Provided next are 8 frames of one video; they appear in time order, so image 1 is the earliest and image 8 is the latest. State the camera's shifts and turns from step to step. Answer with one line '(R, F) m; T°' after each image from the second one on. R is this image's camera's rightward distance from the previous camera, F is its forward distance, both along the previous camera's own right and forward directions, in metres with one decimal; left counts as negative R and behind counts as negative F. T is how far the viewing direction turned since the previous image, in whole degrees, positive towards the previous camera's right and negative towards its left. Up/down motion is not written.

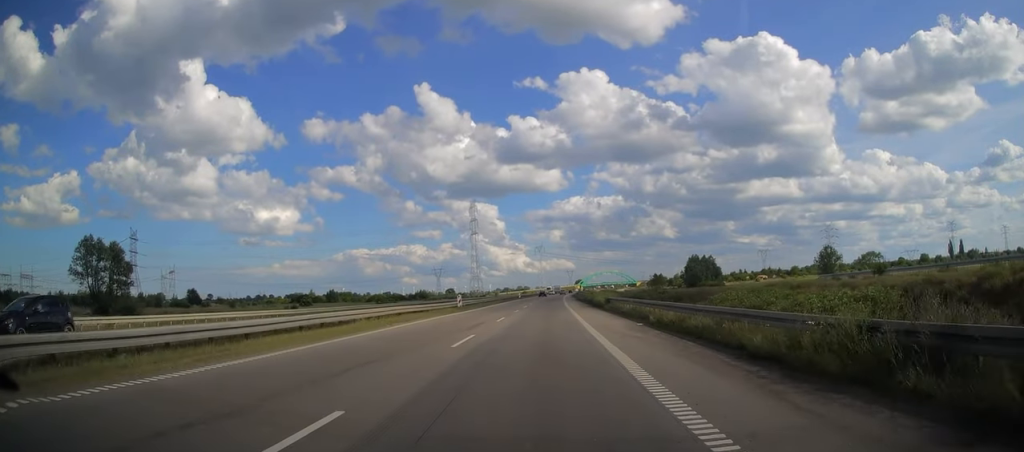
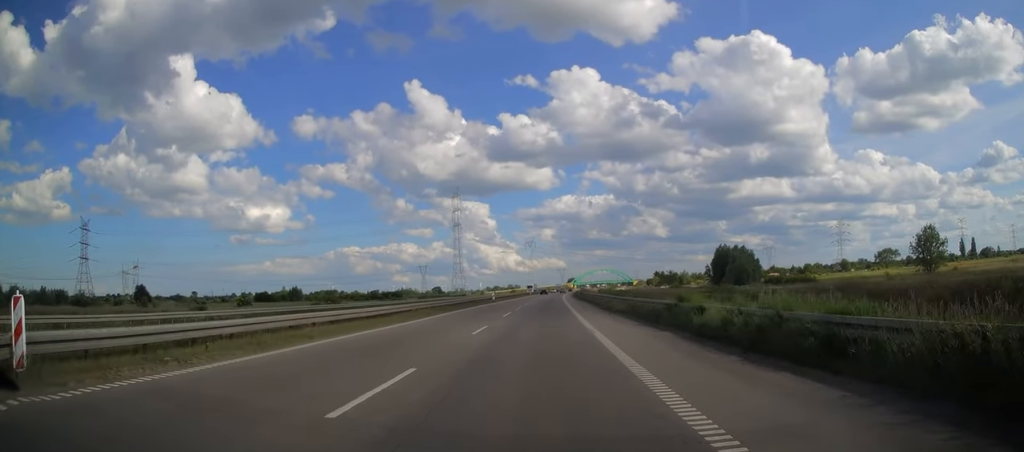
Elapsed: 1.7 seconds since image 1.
(+0.5, +44.9) m; +1°
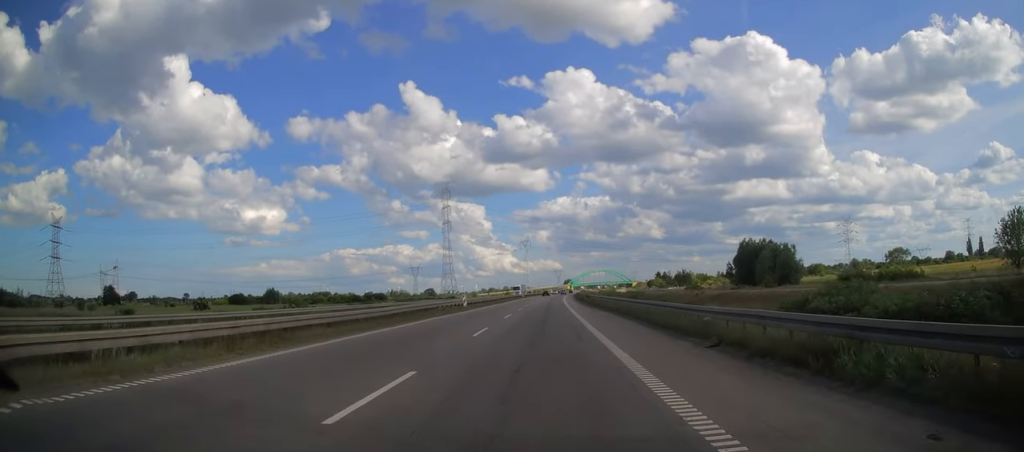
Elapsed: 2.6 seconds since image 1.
(+0.1, +24.4) m; 0°
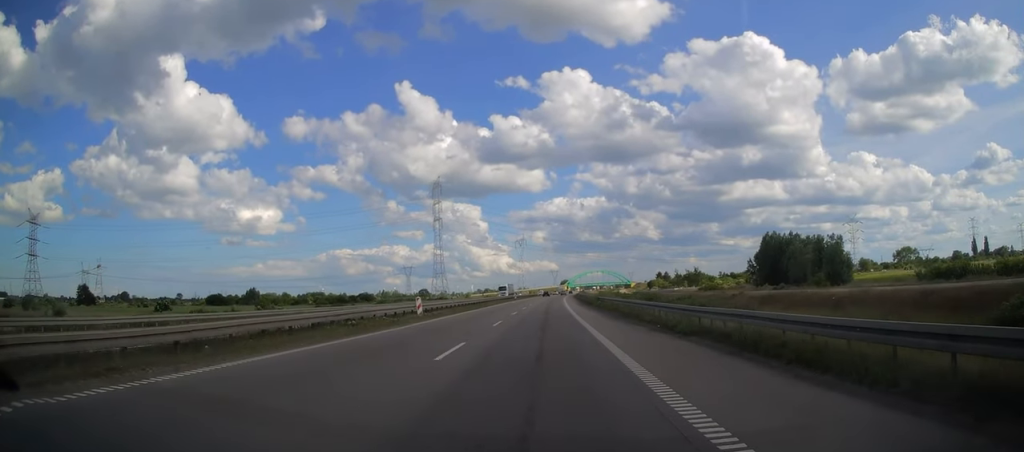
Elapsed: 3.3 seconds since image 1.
(0.0, +18.2) m; 0°
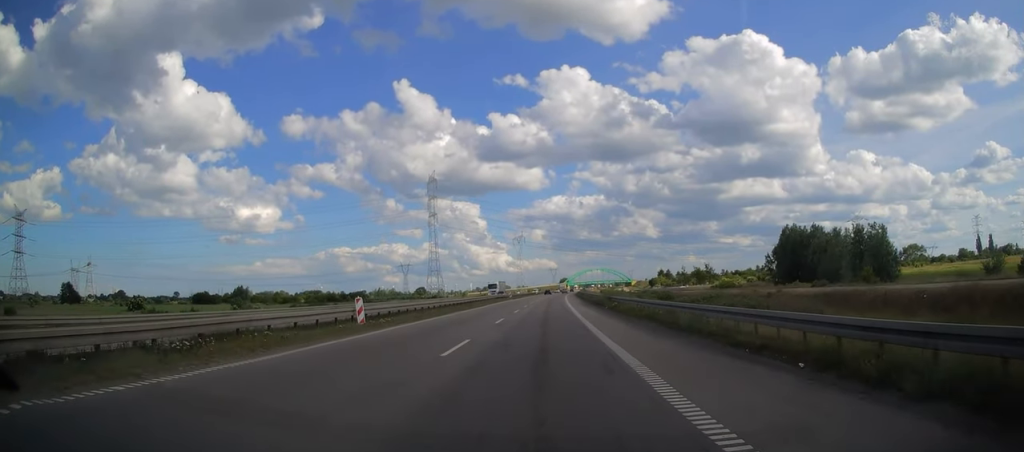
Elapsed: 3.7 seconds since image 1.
(+0.1, +11.5) m; 0°
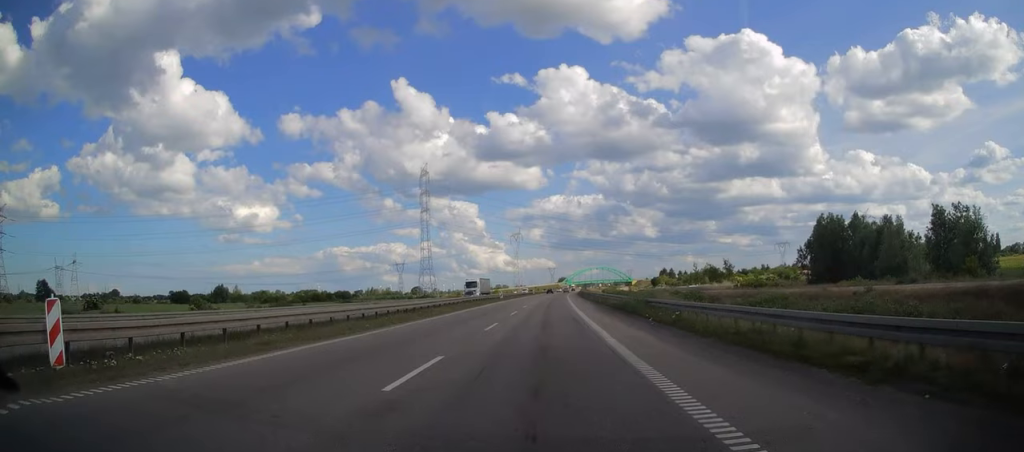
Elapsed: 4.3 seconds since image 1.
(+0.1, +16.9) m; 0°
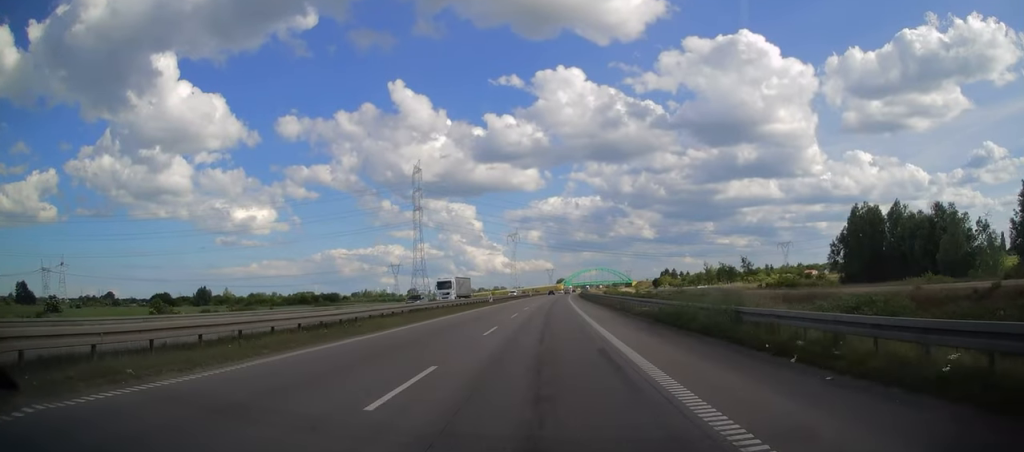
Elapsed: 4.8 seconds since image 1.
(0.0, +13.3) m; 0°
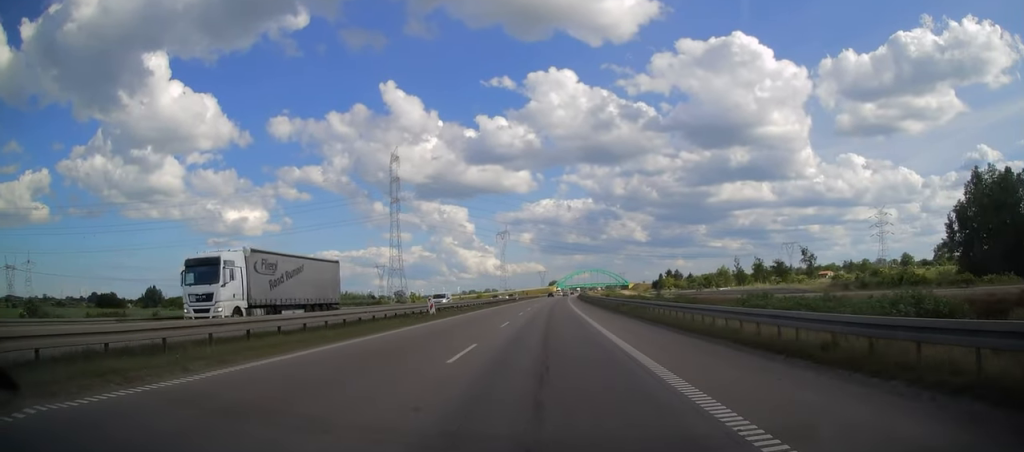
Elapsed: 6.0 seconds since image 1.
(+0.2, +31.6) m; +1°
